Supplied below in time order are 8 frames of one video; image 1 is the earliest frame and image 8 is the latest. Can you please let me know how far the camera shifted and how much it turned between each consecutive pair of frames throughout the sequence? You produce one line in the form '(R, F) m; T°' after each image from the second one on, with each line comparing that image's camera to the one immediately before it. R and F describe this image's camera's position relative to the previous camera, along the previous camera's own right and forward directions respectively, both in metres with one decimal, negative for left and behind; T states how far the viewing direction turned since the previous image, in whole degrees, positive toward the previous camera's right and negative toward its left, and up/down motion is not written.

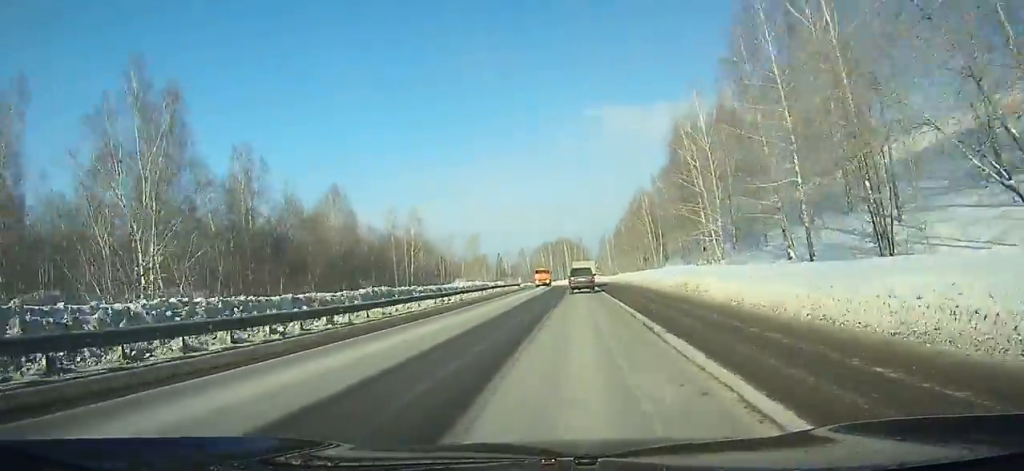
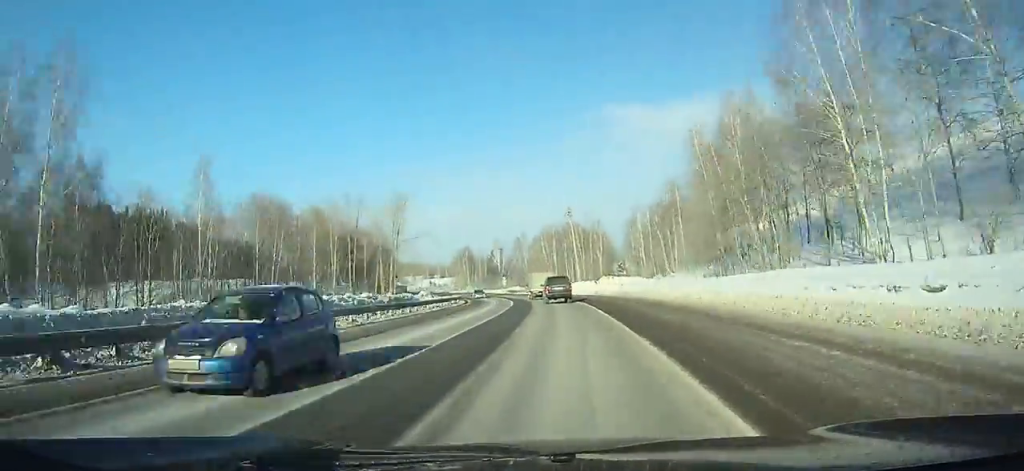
(-4.8, +72.7) m; +1°
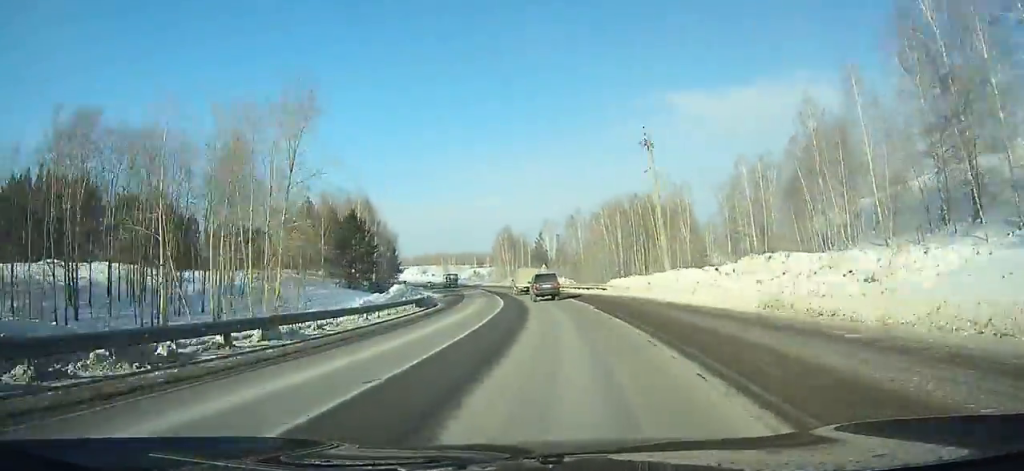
(+4.3, +45.0) m; -2°
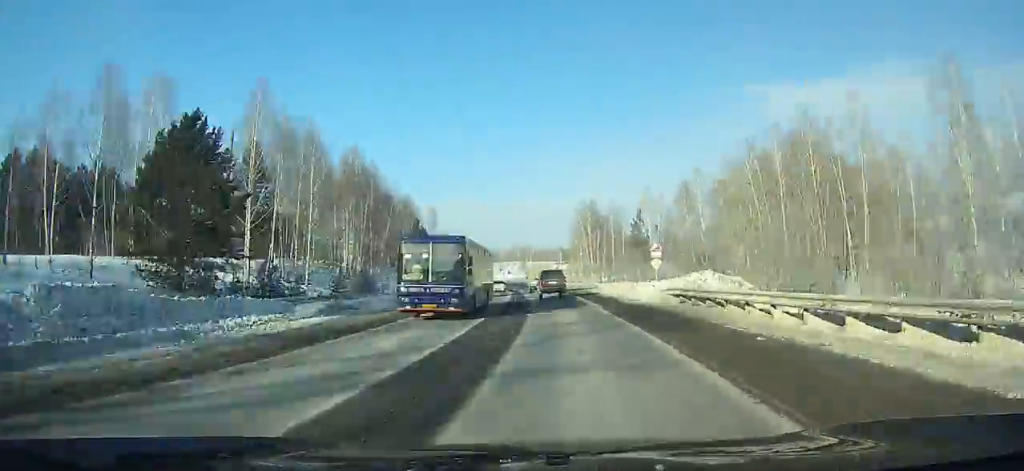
(-2.4, +51.0) m; -7°
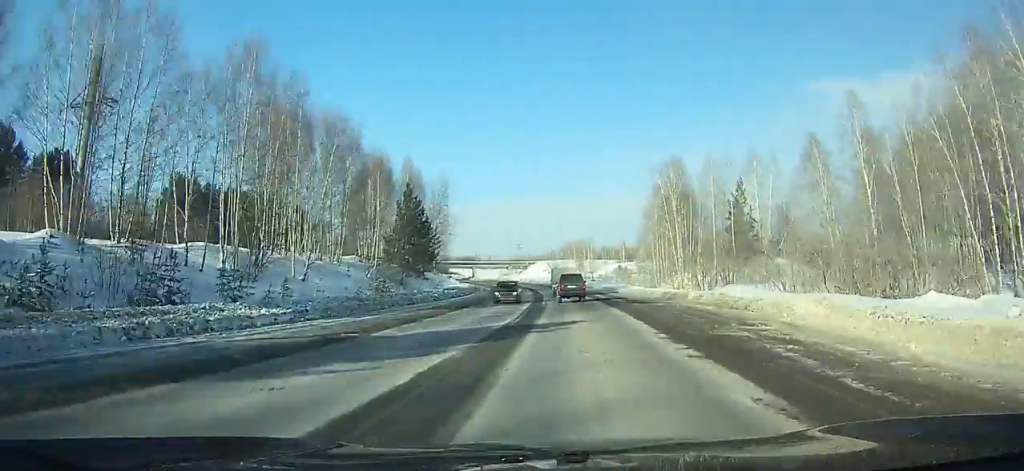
(-3.0, +39.3) m; -8°
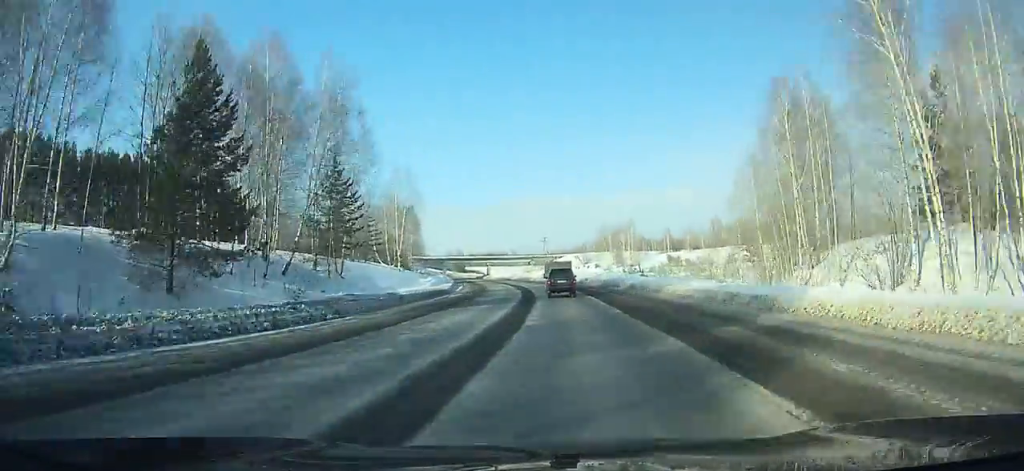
(-2.4, +45.7) m; -5°
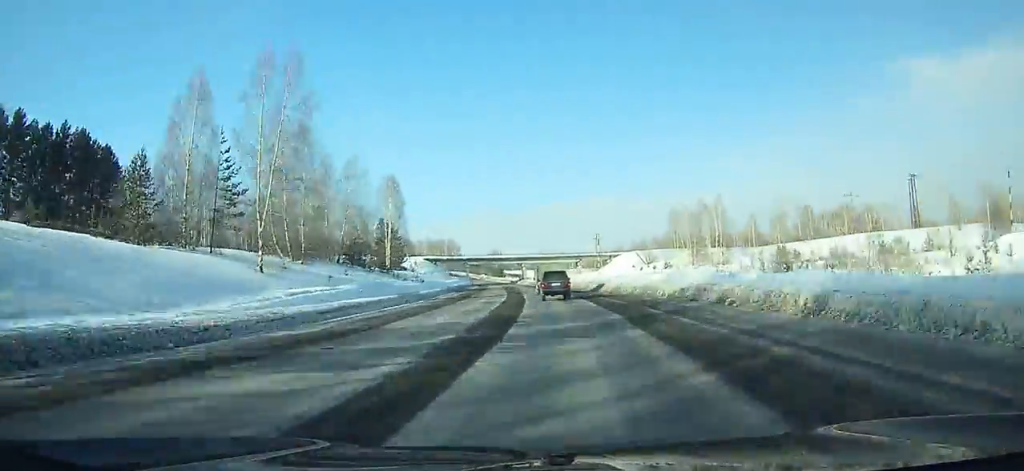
(-2.7, +49.5) m; -6°
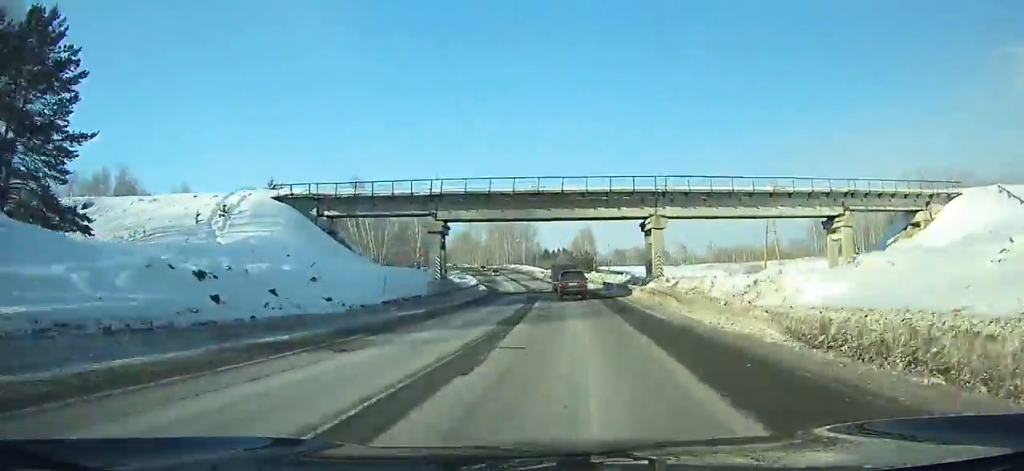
(-13.5, +129.1) m; -10°
